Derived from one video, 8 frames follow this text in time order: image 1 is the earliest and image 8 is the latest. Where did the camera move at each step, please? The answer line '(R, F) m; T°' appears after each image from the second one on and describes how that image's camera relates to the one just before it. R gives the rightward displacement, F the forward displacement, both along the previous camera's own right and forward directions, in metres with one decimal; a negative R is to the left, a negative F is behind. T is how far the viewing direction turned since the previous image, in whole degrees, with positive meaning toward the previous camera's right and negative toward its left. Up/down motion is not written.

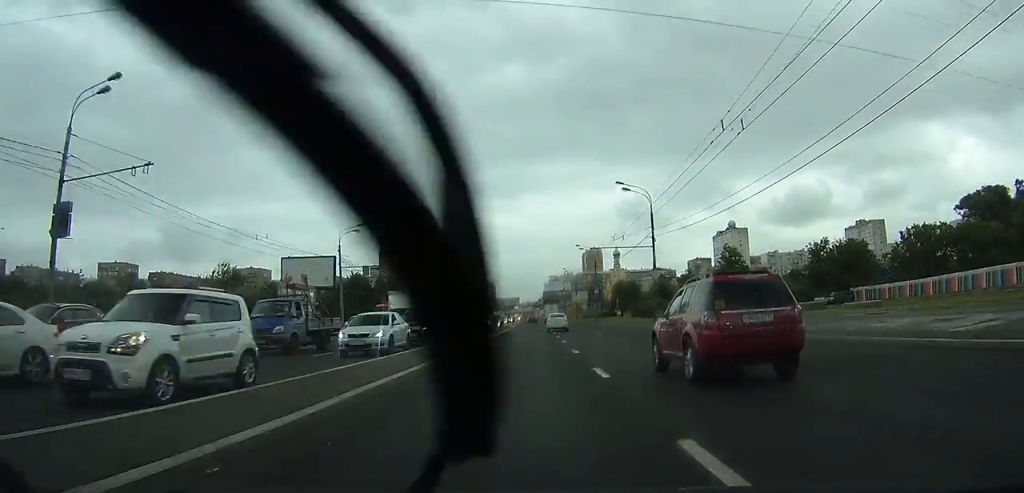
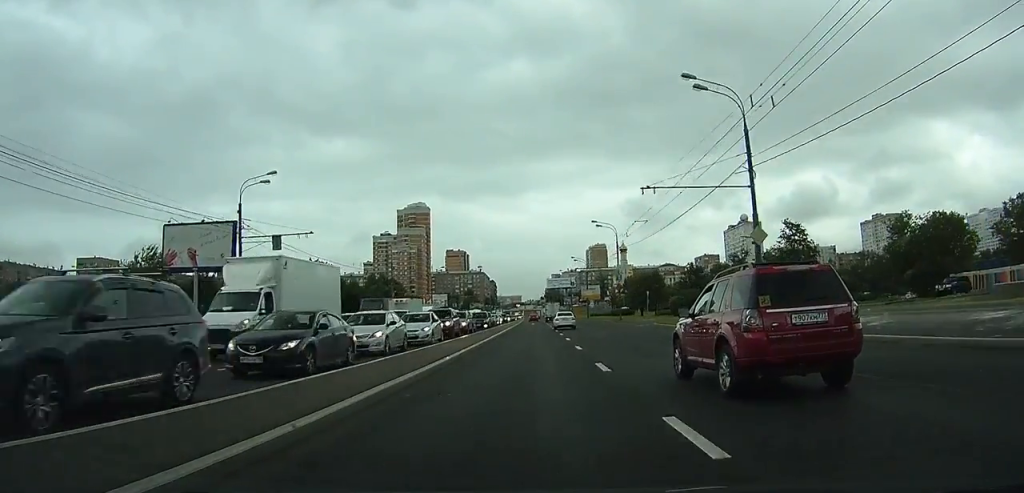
(0.0, +23.0) m; 0°
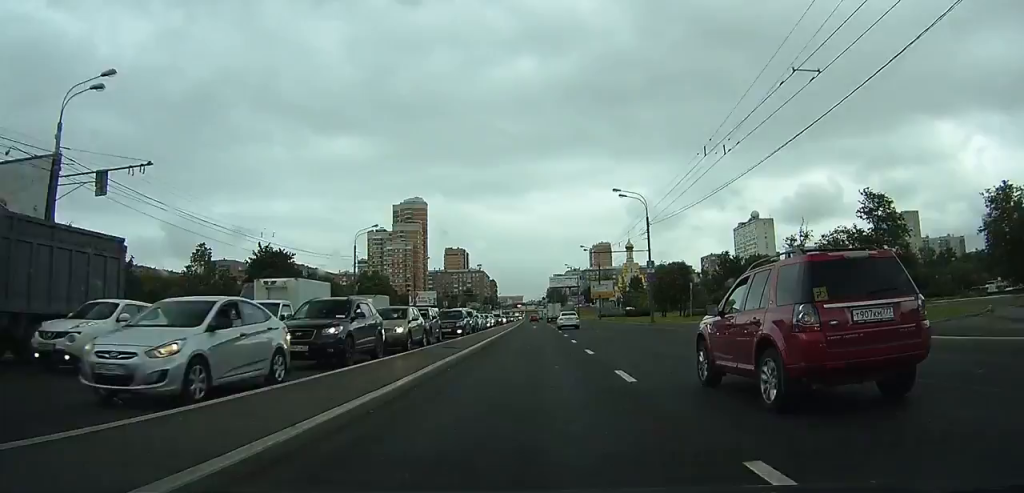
(0.0, +18.5) m; 0°
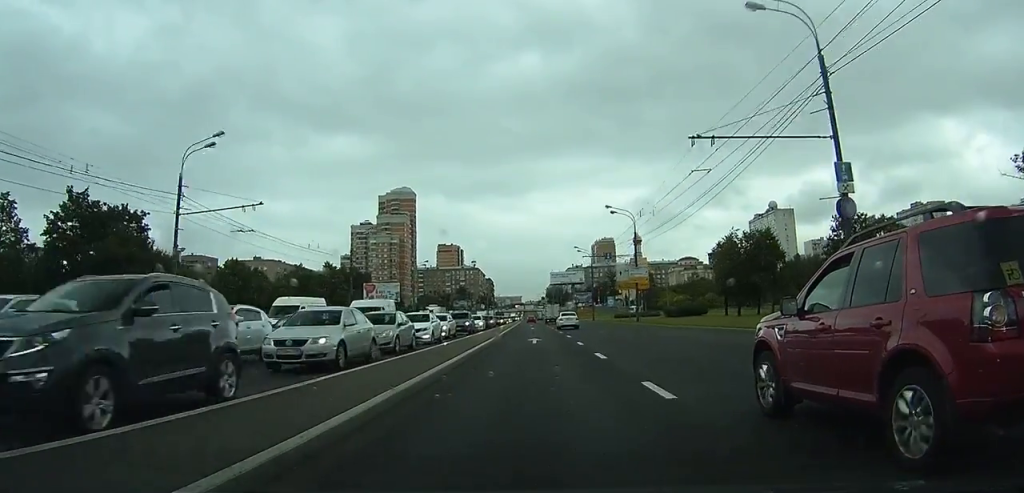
(0.0, +34.5) m; 0°
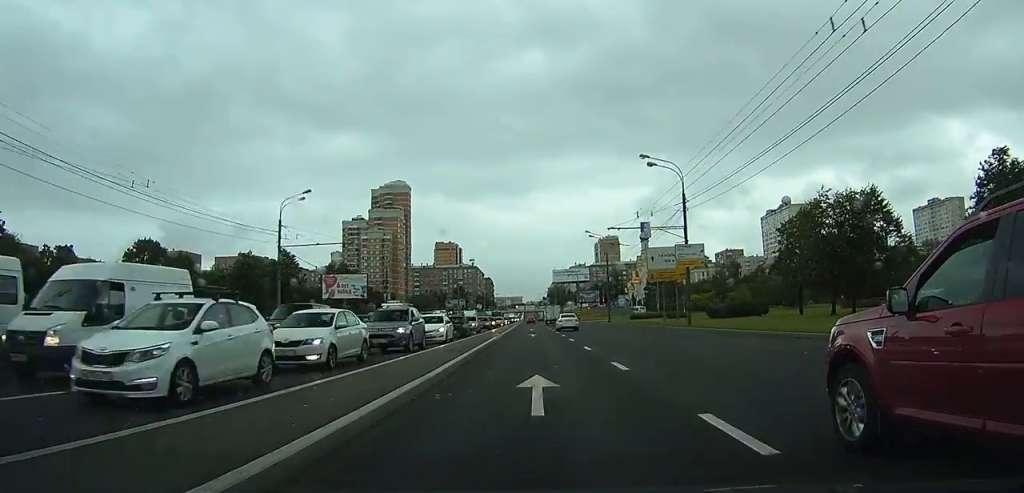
(0.0, +19.4) m; 0°
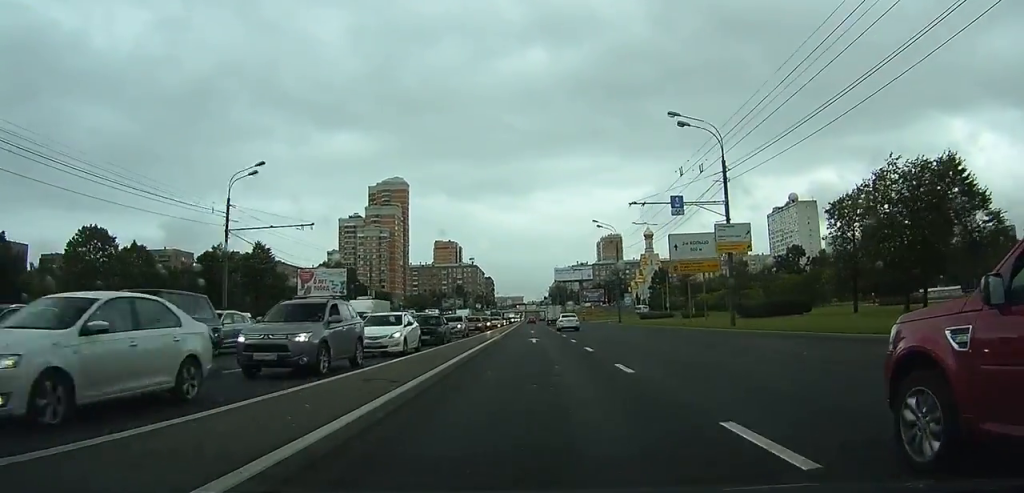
(0.0, +8.7) m; 0°
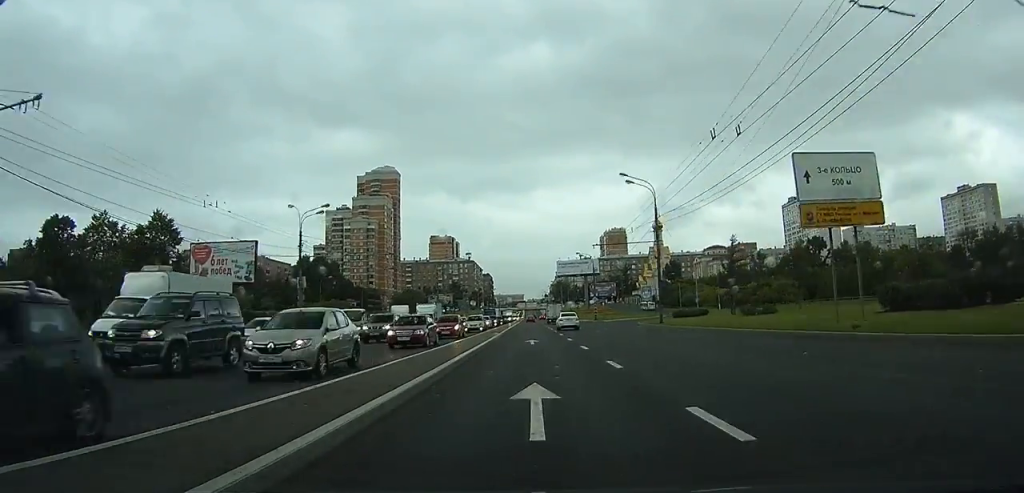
(0.0, +22.8) m; 0°
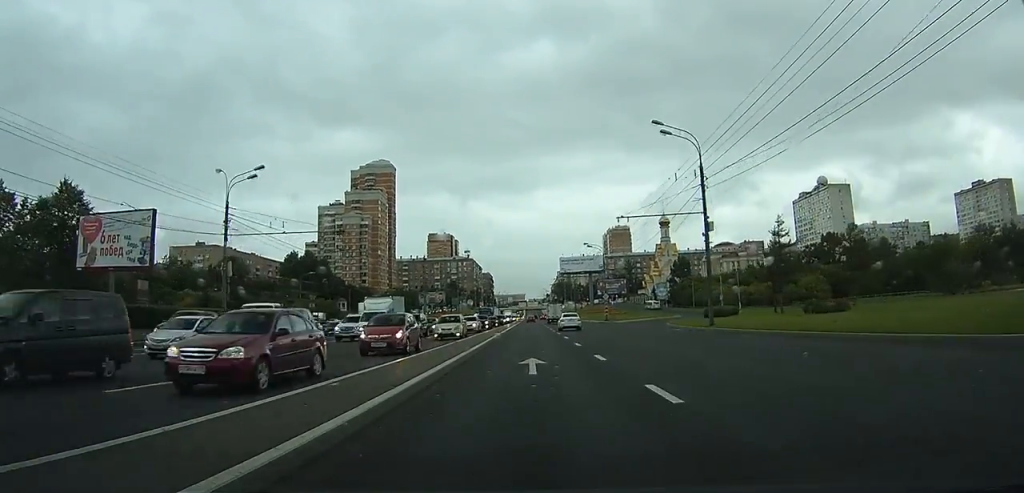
(0.0, +13.4) m; 0°
